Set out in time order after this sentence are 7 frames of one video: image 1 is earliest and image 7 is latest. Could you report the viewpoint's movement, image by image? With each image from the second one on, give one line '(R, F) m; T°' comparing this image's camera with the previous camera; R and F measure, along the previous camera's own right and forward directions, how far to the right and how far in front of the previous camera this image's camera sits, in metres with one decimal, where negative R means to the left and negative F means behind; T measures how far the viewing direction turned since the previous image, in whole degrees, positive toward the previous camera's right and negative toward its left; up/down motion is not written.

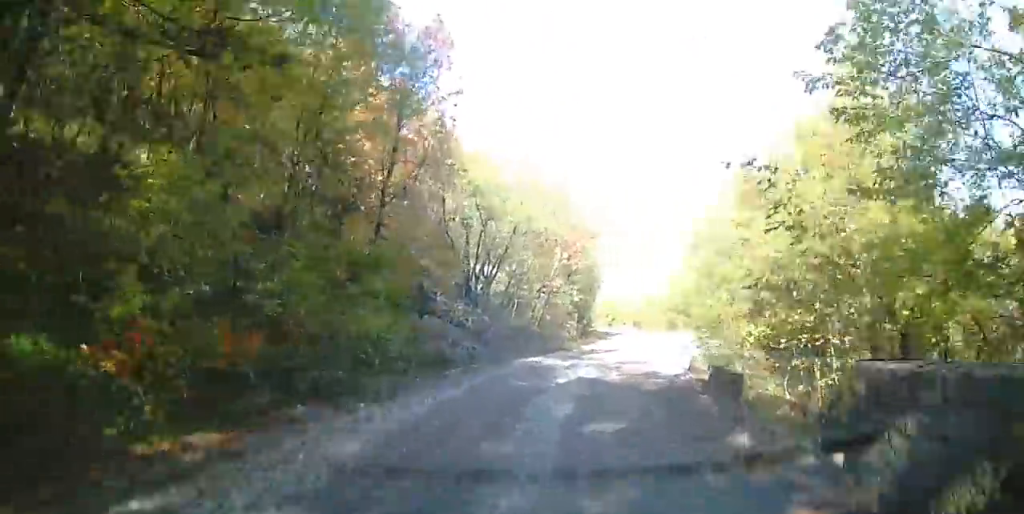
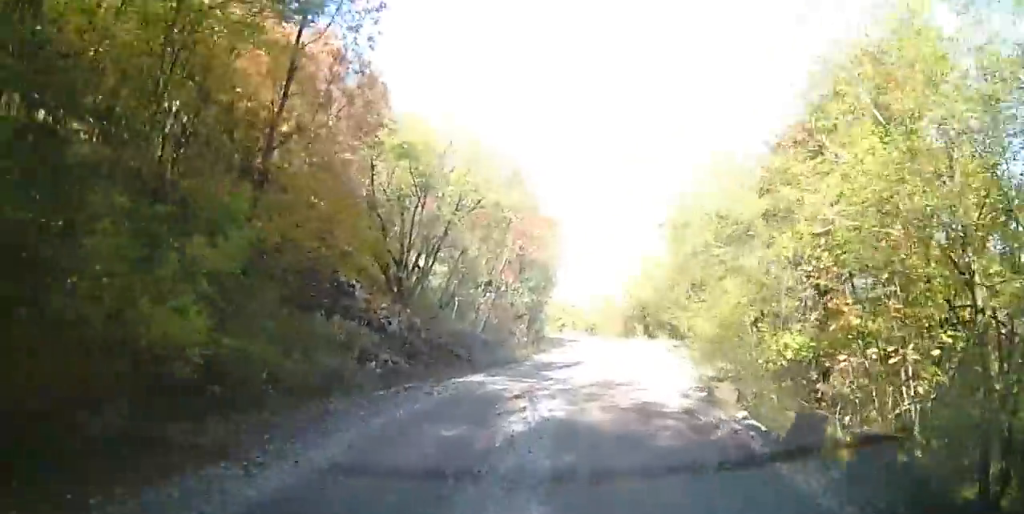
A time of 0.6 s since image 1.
(+0.6, +4.1) m; +3°
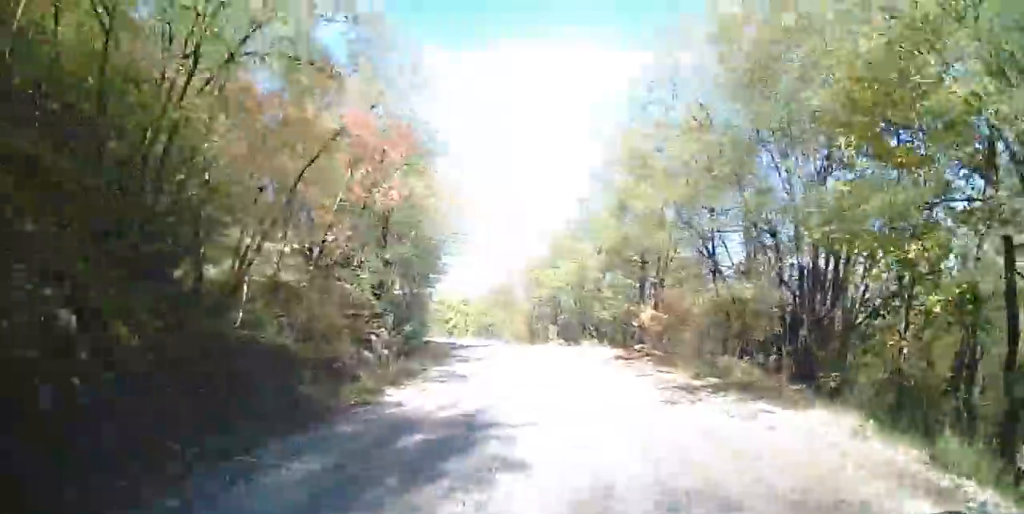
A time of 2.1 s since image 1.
(+0.1, +11.0) m; +1°
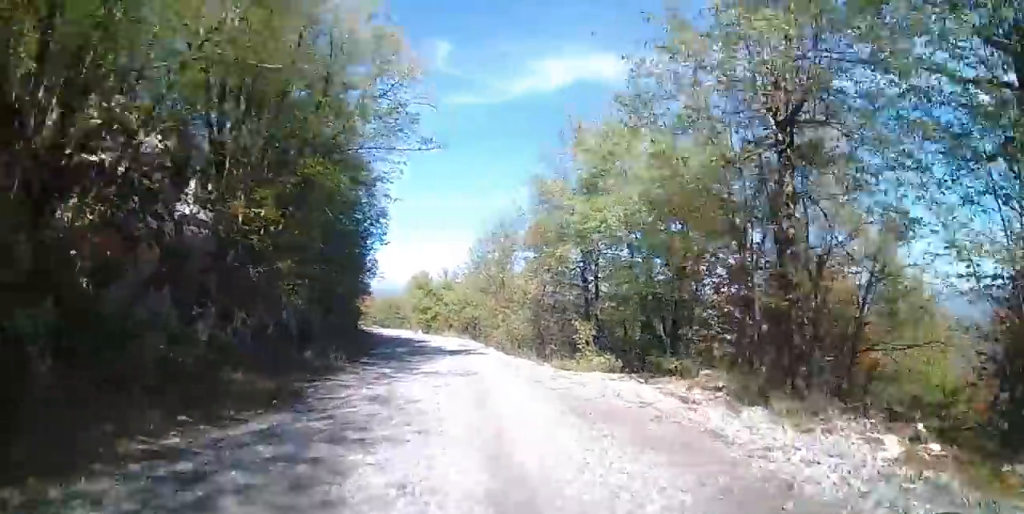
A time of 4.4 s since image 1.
(+1.5, +18.4) m; +5°
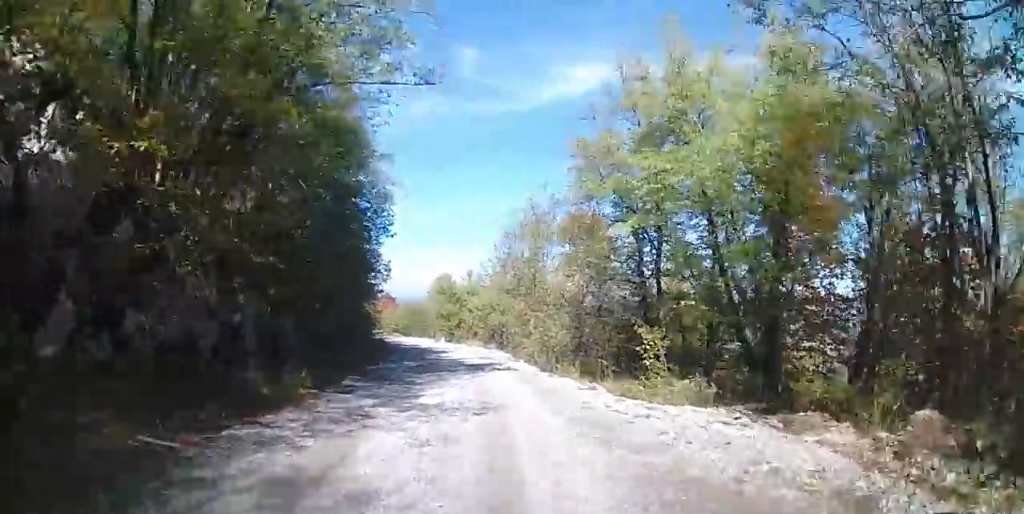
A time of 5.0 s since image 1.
(-0.1, +4.9) m; -1°
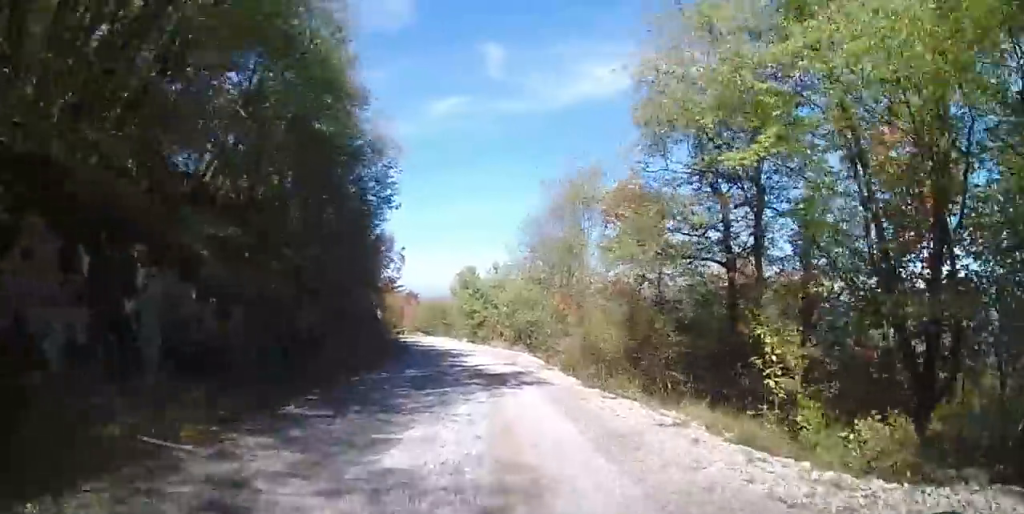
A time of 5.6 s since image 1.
(0.0, +5.0) m; 0°
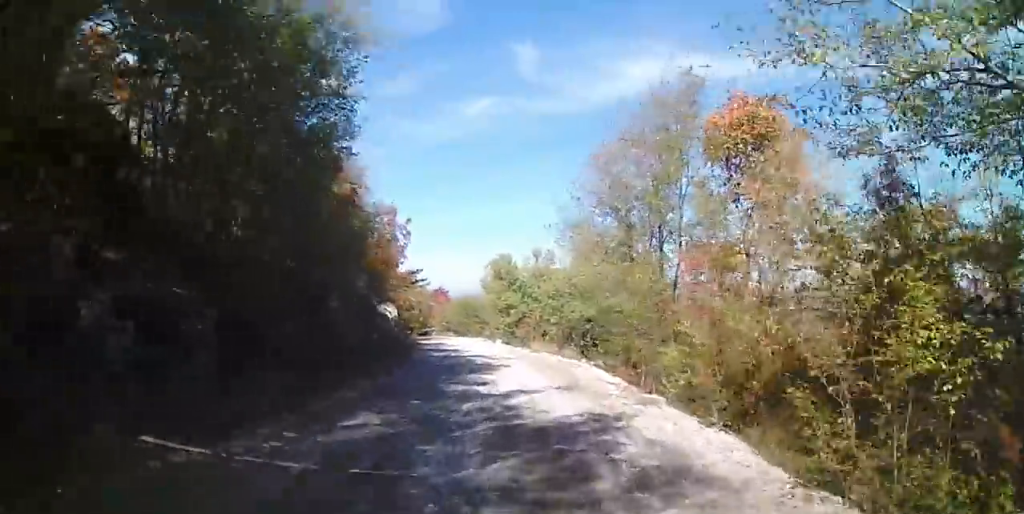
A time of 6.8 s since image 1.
(0.0, +9.4) m; -1°
